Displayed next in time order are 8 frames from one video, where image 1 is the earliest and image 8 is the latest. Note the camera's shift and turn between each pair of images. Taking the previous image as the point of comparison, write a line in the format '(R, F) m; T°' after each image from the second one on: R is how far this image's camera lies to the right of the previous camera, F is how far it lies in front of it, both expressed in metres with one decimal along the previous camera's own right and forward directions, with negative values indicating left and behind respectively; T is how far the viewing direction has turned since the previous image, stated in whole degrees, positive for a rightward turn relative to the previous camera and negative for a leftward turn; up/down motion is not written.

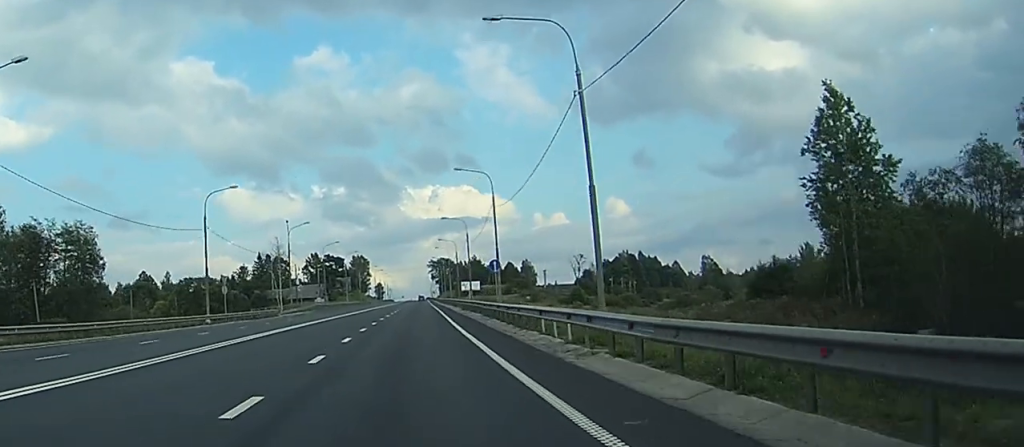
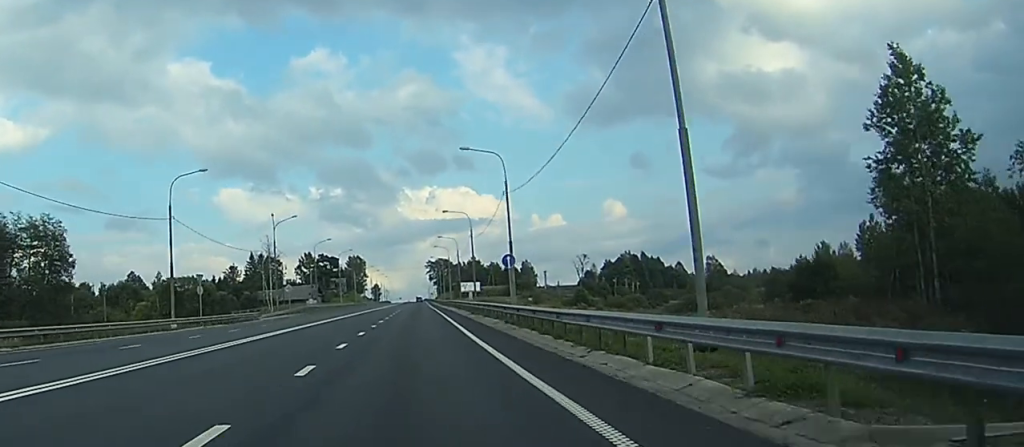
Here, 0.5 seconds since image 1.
(+0.1, +10.4) m; 0°
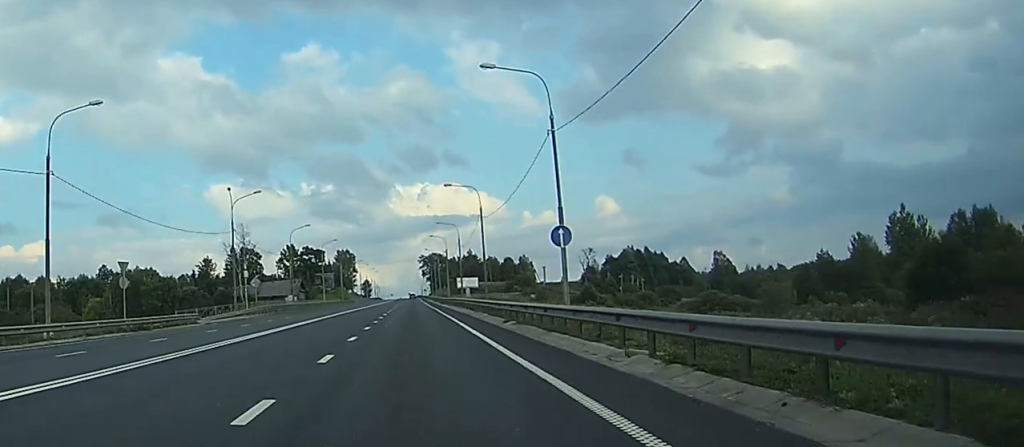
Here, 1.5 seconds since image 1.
(+0.2, +21.4) m; +1°
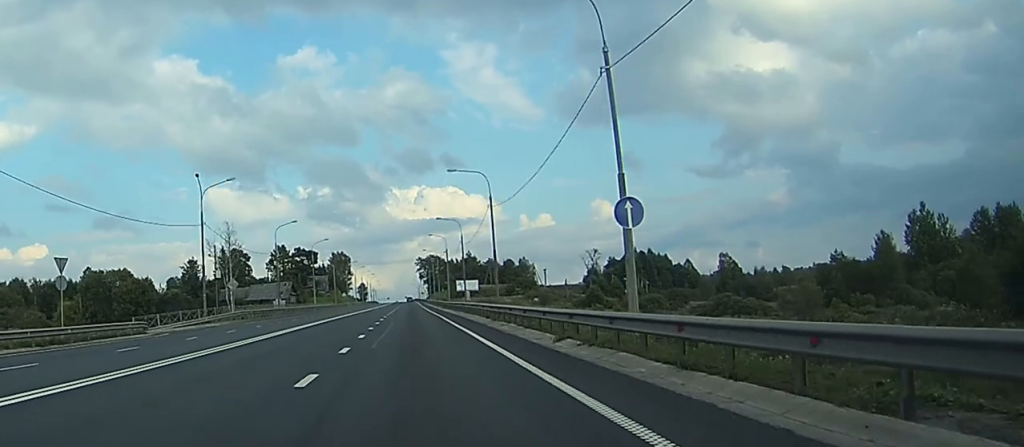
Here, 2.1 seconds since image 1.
(0.0, +11.6) m; 0°
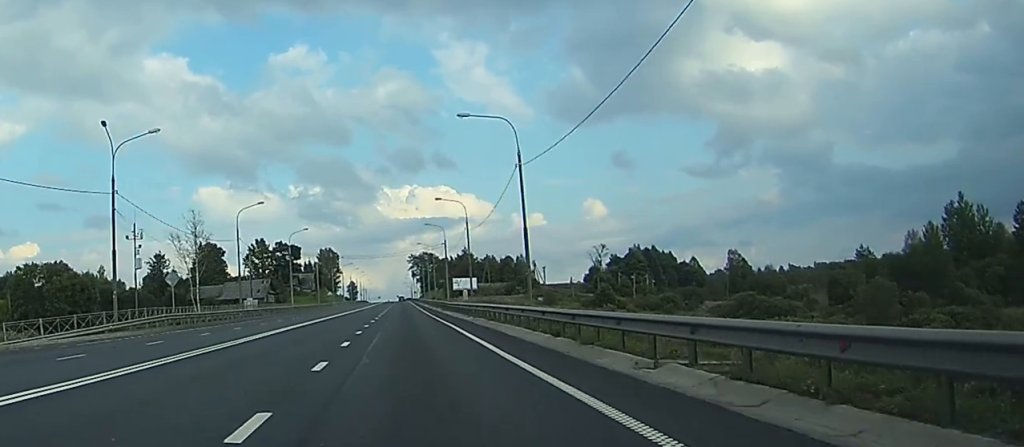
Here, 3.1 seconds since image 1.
(+0.1, +20.9) m; 0°
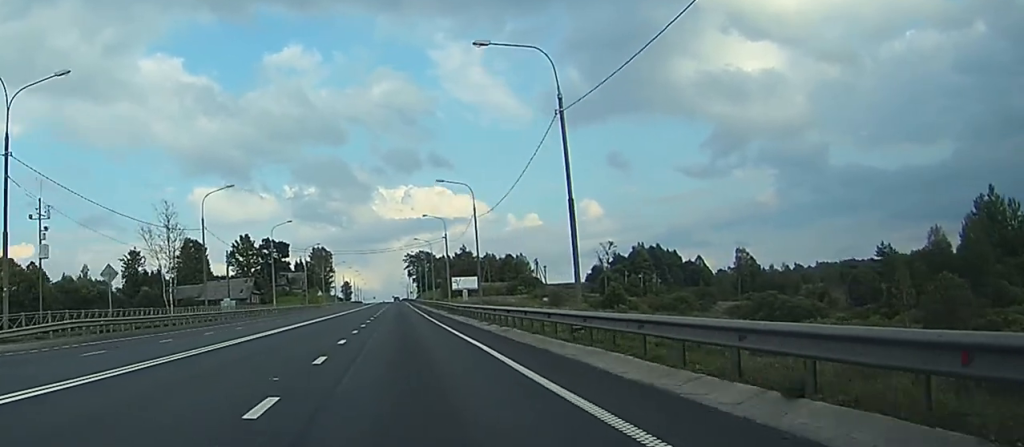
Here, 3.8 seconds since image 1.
(0.0, +14.0) m; 0°
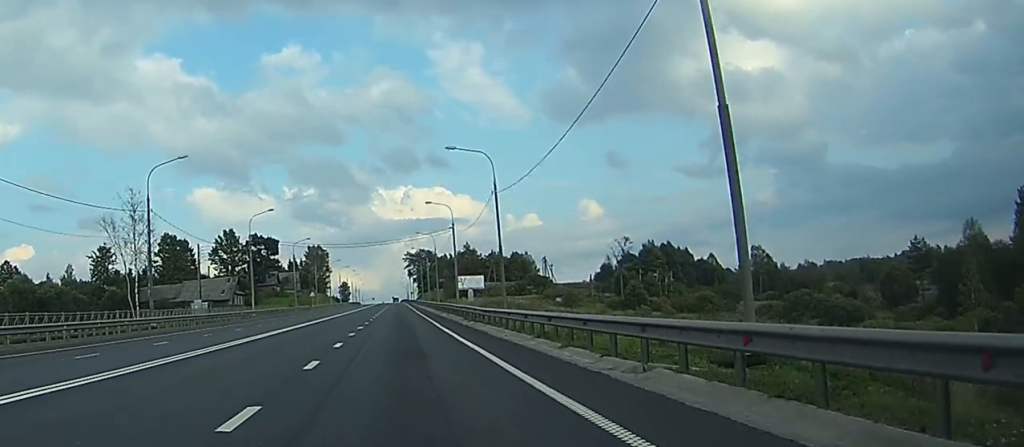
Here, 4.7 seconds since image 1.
(0.0, +16.5) m; 0°
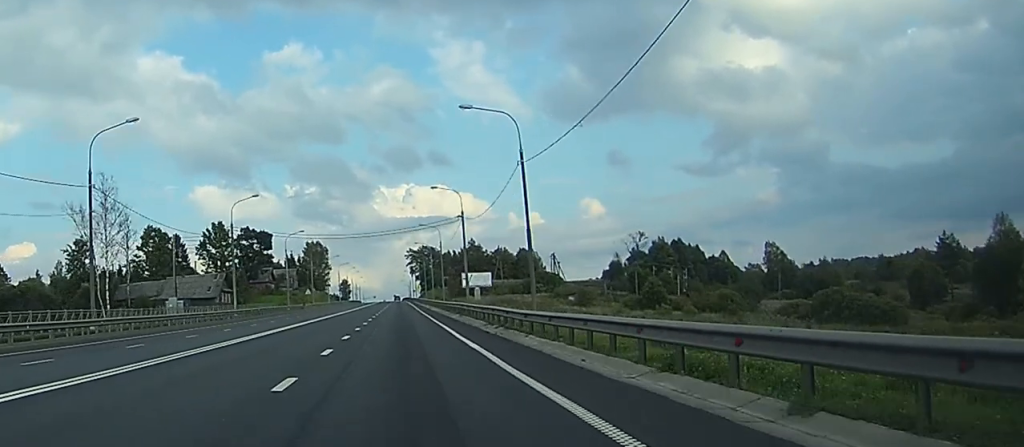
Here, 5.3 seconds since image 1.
(0.0, +11.8) m; 0°
